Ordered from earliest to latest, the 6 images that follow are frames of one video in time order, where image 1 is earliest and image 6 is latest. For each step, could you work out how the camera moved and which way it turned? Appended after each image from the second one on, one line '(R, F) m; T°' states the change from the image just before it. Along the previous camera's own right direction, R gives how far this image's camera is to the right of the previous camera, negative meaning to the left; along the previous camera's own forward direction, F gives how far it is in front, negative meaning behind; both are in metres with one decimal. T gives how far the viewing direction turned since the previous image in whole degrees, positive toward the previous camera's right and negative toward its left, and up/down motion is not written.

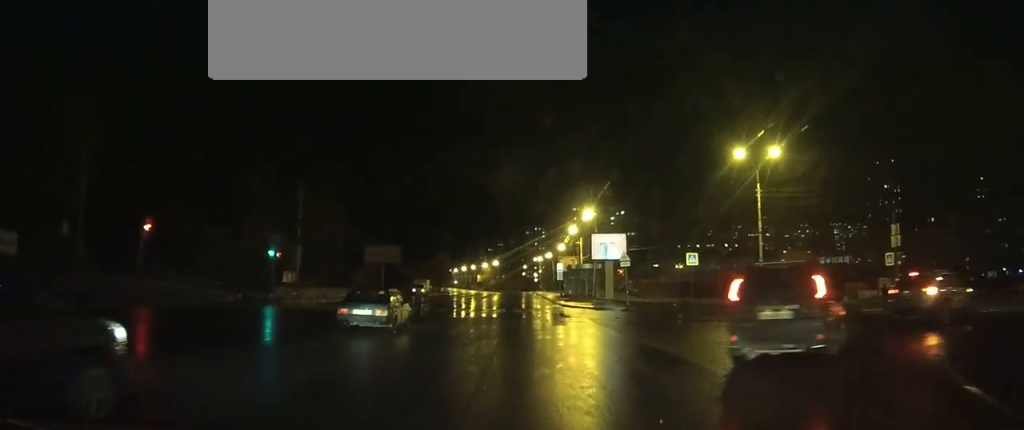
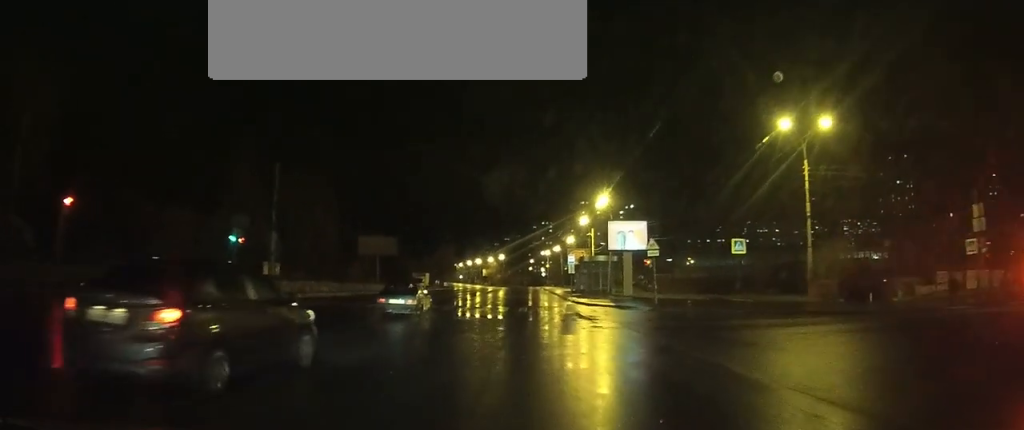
(-0.1, +7.9) m; -1°
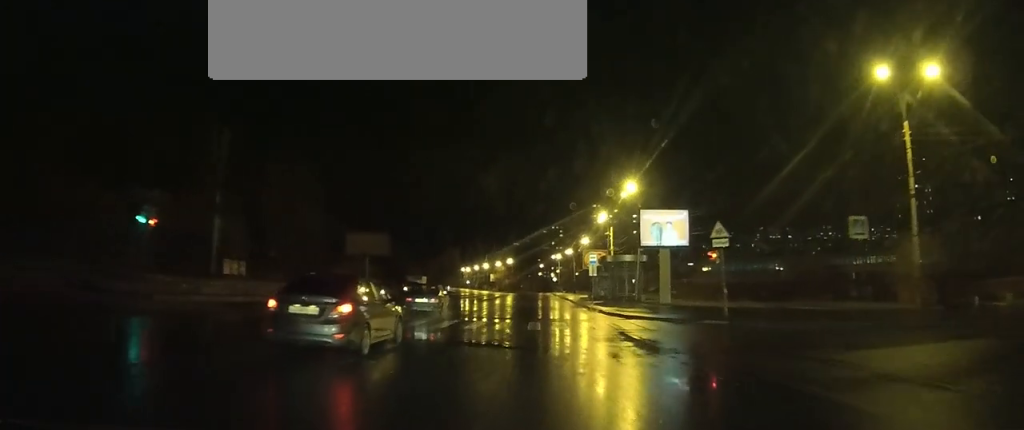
(-0.1, +12.9) m; 0°
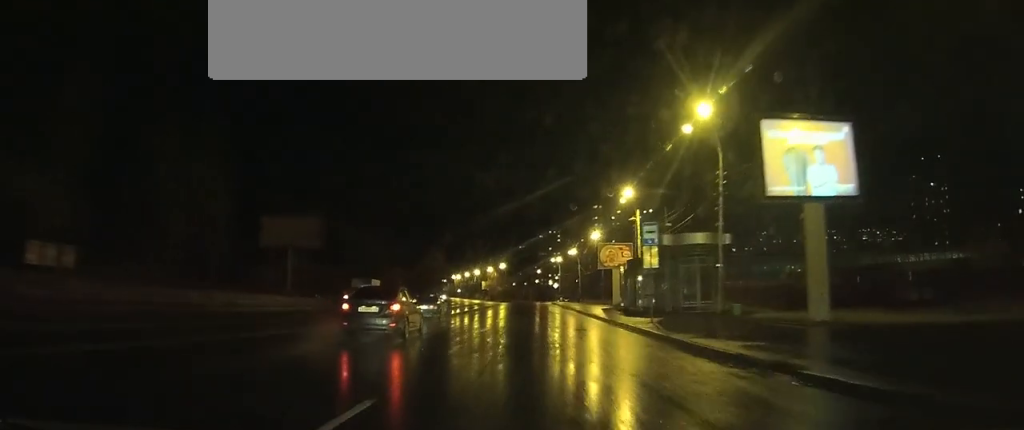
(-0.1, +27.7) m; -1°
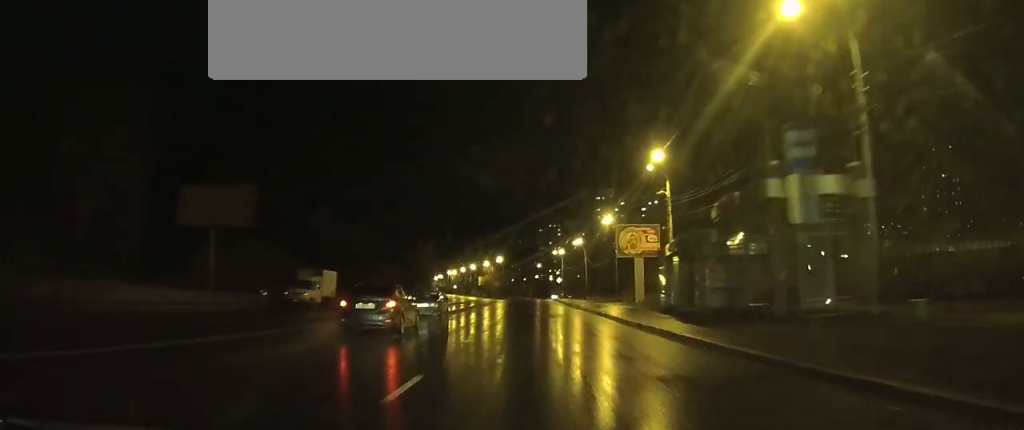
(0.0, +14.8) m; 0°
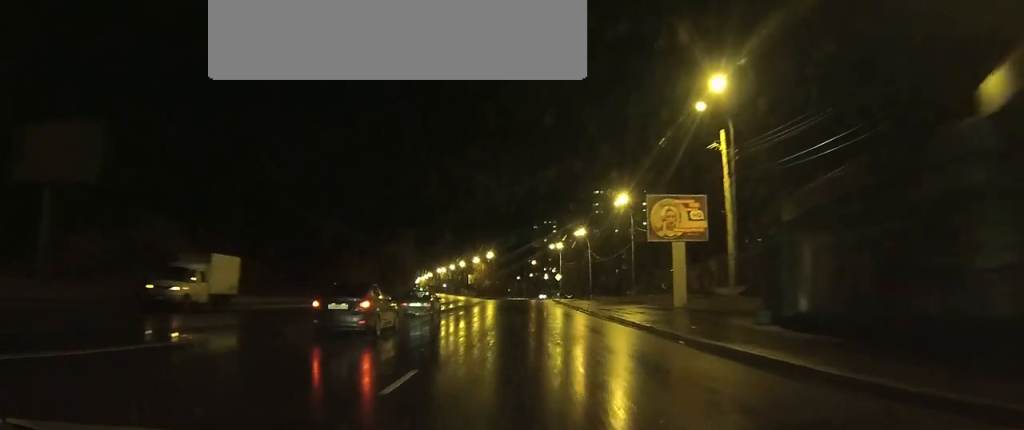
(0.0, +15.9) m; 0°
